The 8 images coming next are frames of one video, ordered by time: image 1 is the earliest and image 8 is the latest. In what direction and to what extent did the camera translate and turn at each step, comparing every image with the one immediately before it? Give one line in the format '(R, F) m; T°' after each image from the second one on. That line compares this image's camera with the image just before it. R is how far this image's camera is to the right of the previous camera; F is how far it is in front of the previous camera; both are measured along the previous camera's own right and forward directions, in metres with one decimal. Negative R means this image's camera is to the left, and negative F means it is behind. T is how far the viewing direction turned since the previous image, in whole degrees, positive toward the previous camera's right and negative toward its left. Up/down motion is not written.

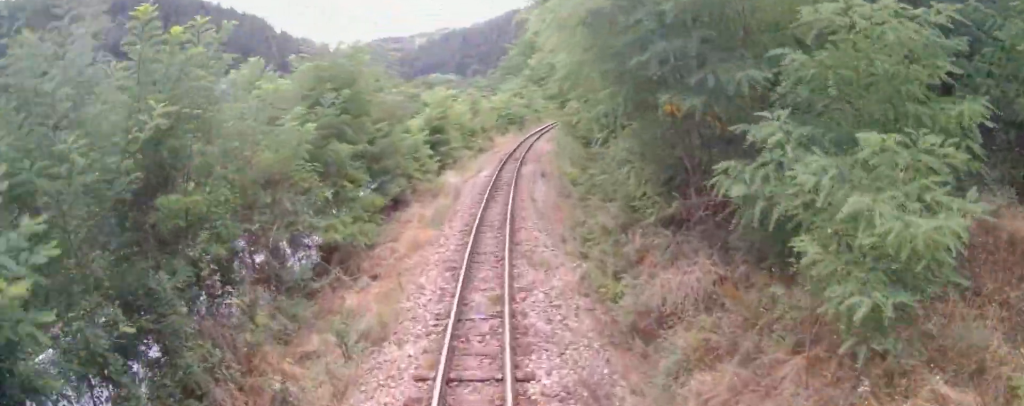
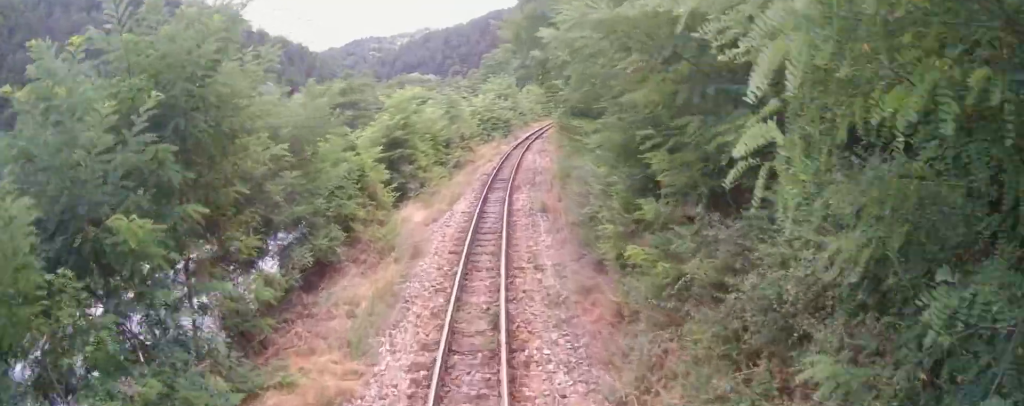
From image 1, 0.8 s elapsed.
(+0.3, +9.2) m; -1°
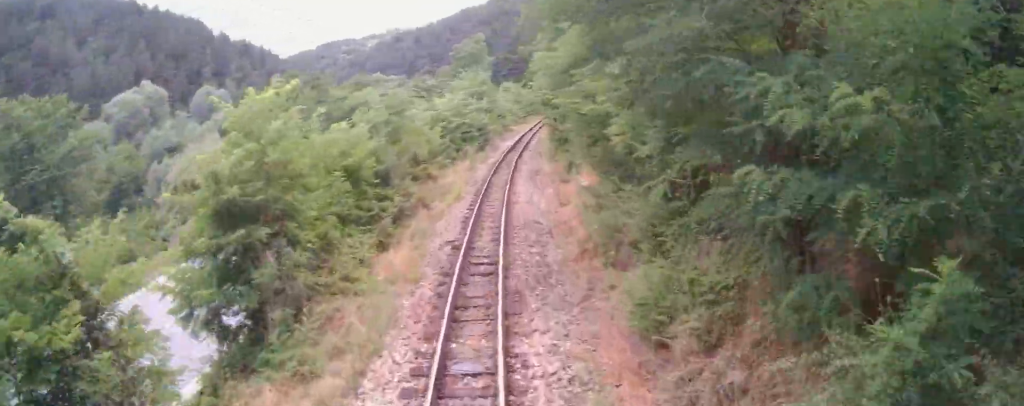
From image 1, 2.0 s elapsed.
(-0.3, +14.6) m; +5°
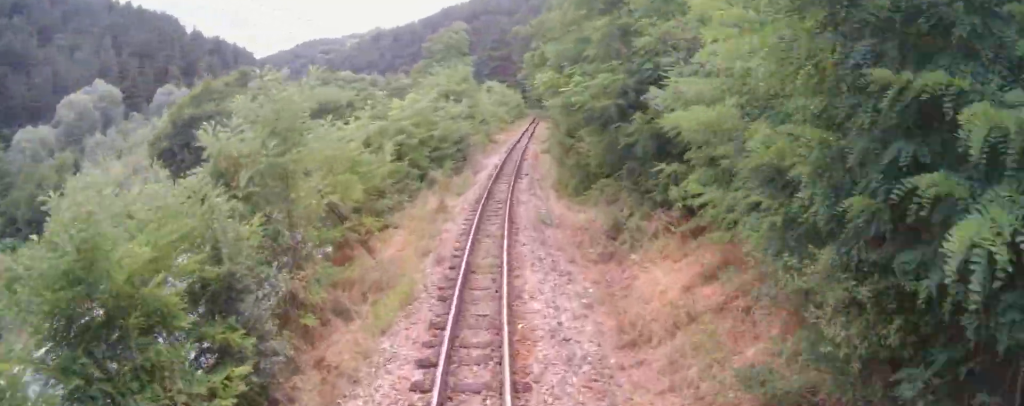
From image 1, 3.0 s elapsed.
(+1.1, +11.6) m; +7°
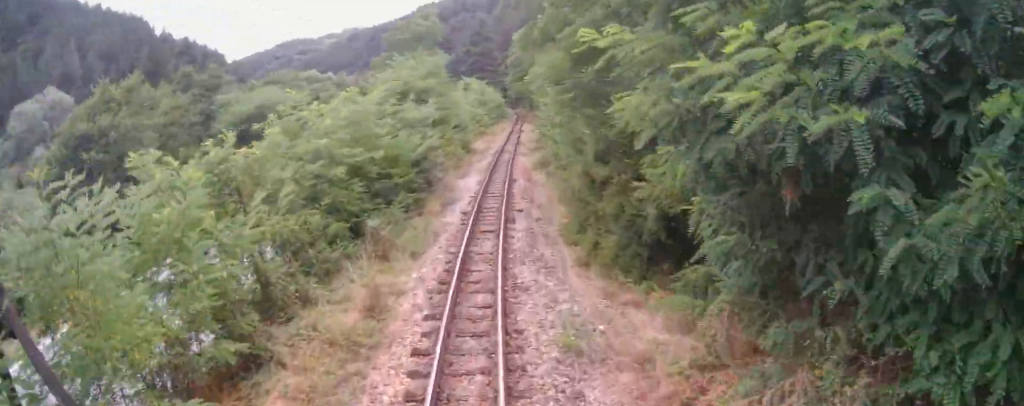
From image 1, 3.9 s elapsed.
(+0.3, +9.7) m; +3°
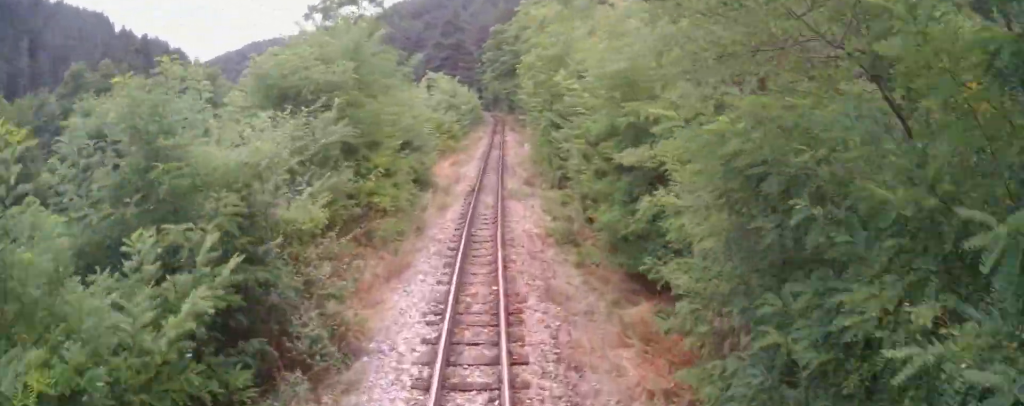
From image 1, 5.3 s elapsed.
(+0.5, +15.3) m; +6°
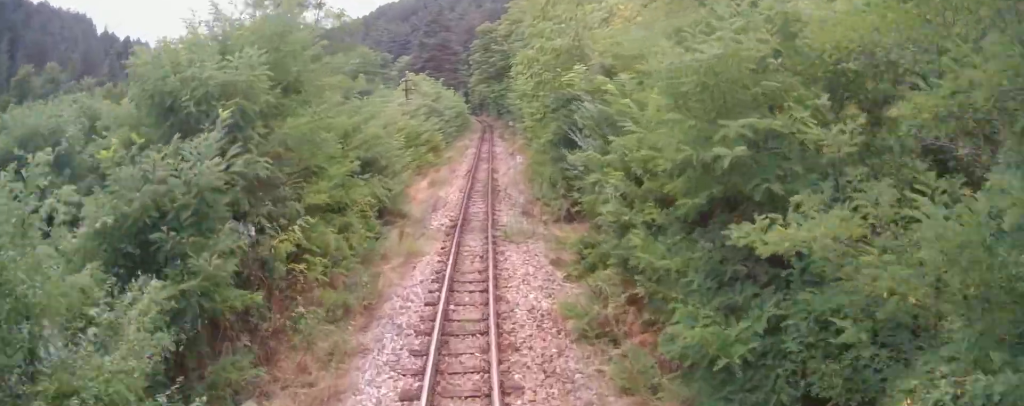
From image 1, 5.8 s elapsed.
(+0.1, +5.7) m; +2°
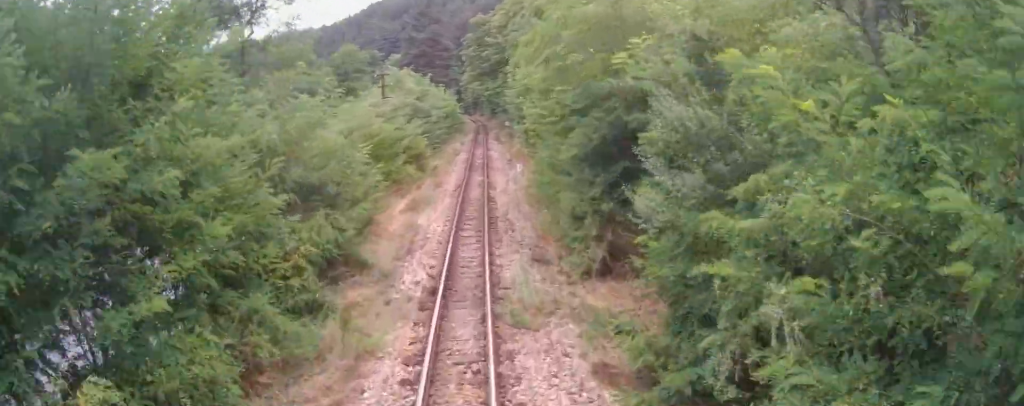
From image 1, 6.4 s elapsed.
(+0.5, +6.1) m; +1°
